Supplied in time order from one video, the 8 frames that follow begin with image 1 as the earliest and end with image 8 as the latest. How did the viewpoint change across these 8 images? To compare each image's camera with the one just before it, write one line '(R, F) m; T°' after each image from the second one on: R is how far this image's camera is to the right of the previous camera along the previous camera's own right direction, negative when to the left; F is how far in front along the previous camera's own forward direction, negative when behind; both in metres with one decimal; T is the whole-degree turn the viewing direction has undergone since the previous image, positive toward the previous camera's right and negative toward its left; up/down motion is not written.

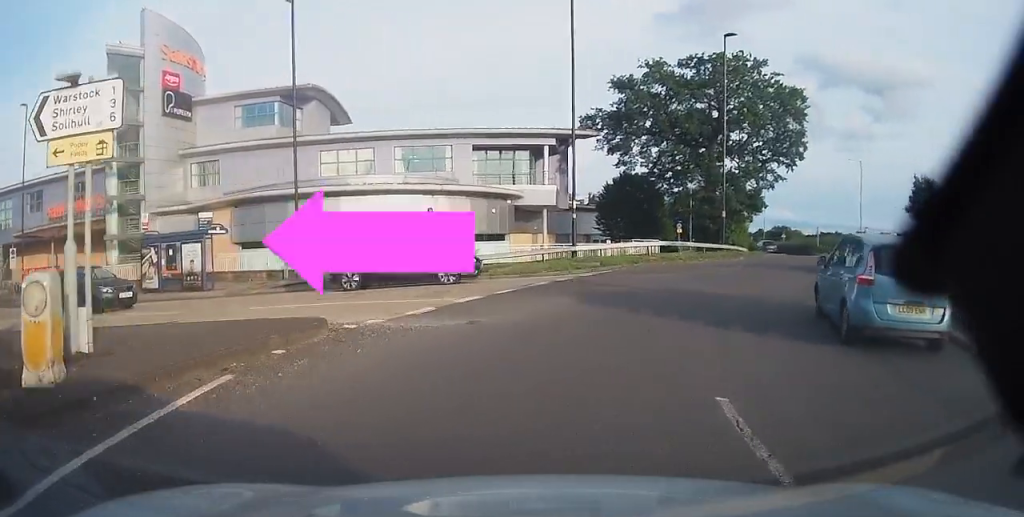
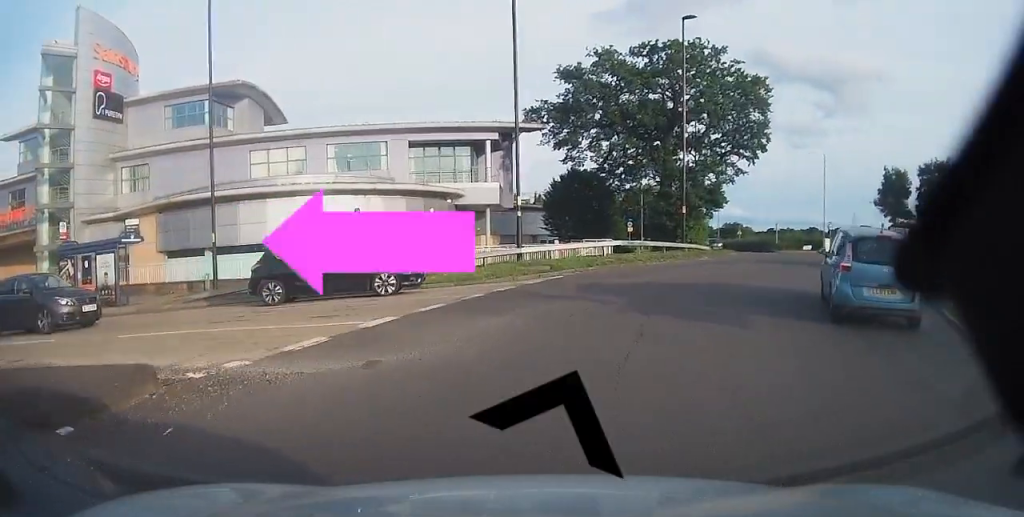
(0.0, +2.1) m; +5°
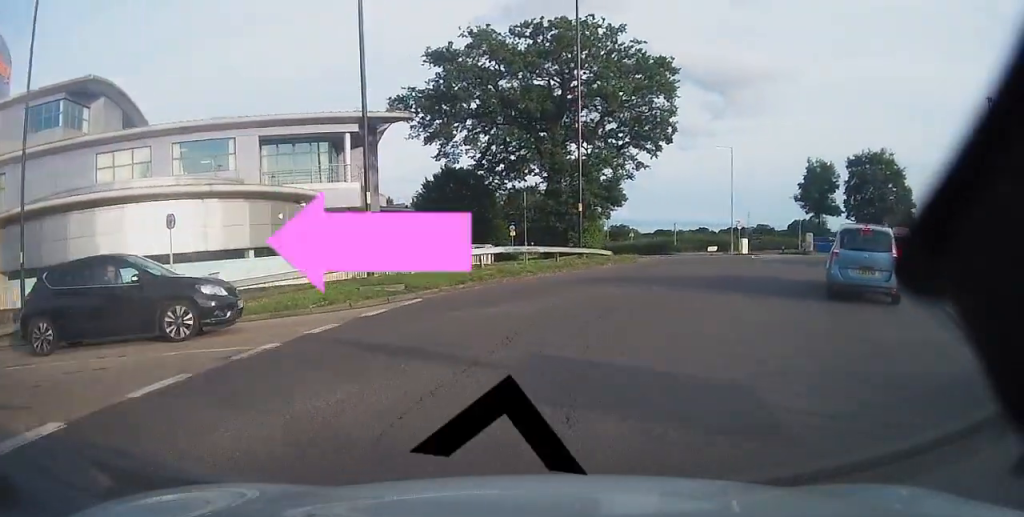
(+0.3, +4.3) m; +13°
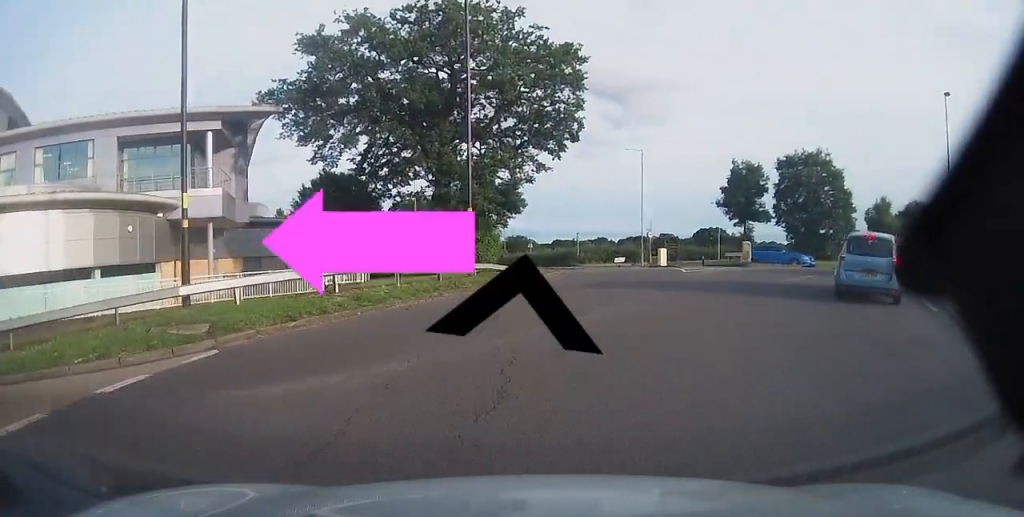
(+0.6, +4.2) m; +6°
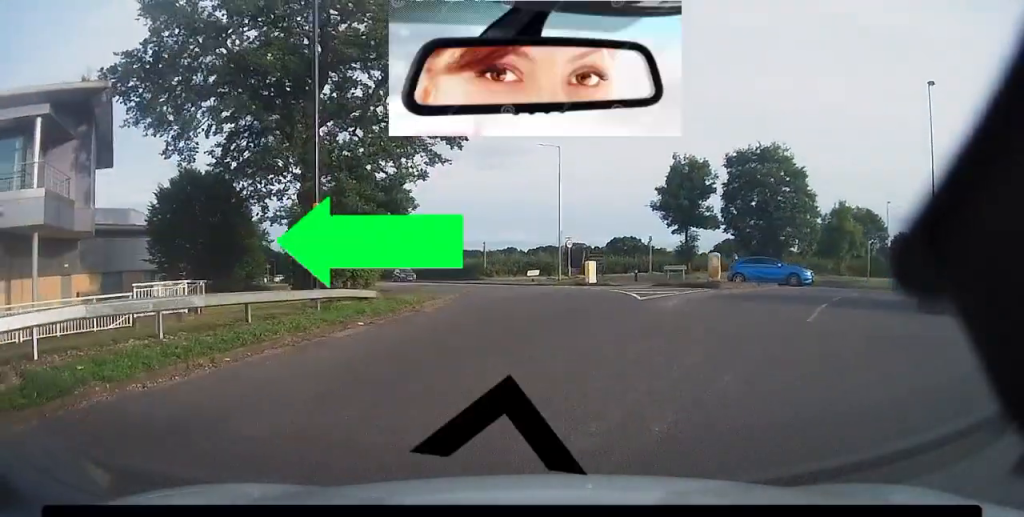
(+0.2, +6.5) m; +2°
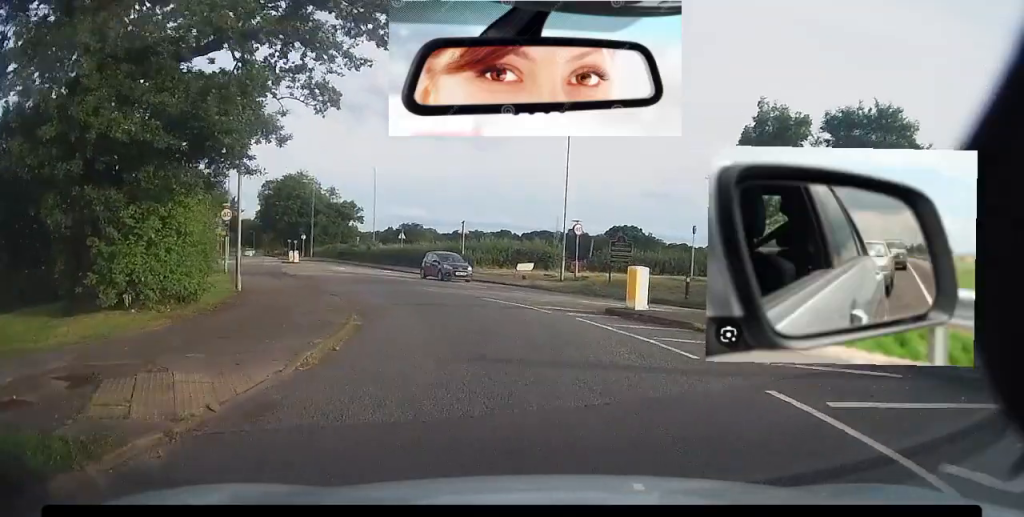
(0.0, +12.9) m; 0°
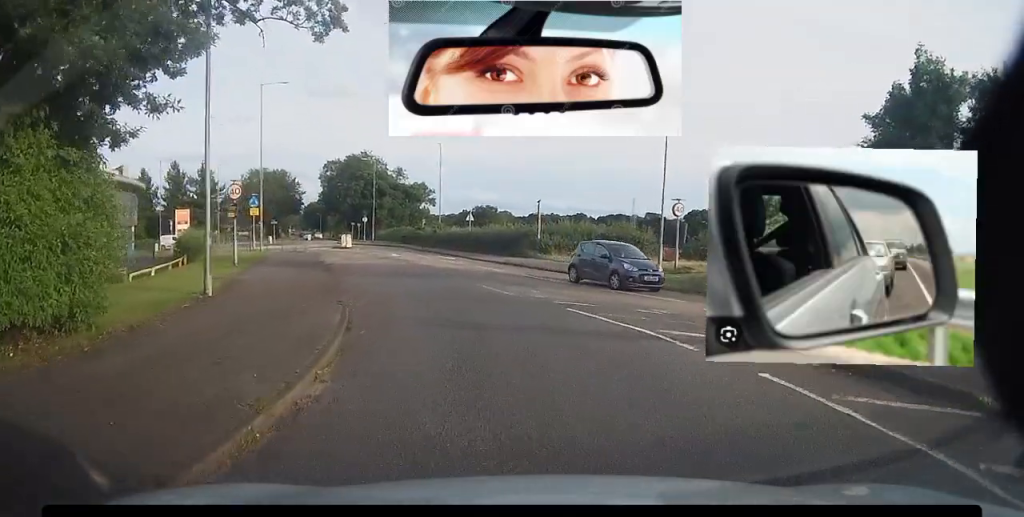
(0.0, +6.0) m; 0°
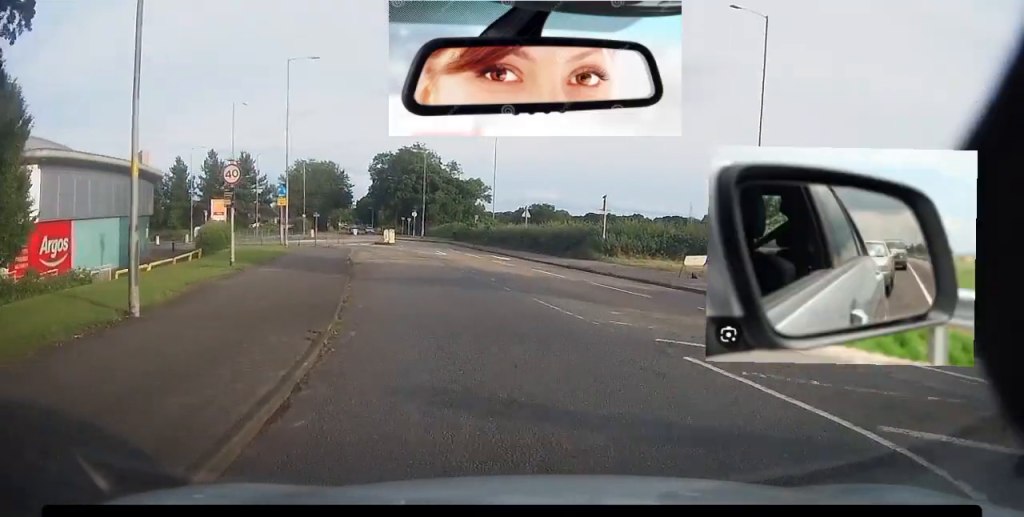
(0.0, +4.7) m; -2°
